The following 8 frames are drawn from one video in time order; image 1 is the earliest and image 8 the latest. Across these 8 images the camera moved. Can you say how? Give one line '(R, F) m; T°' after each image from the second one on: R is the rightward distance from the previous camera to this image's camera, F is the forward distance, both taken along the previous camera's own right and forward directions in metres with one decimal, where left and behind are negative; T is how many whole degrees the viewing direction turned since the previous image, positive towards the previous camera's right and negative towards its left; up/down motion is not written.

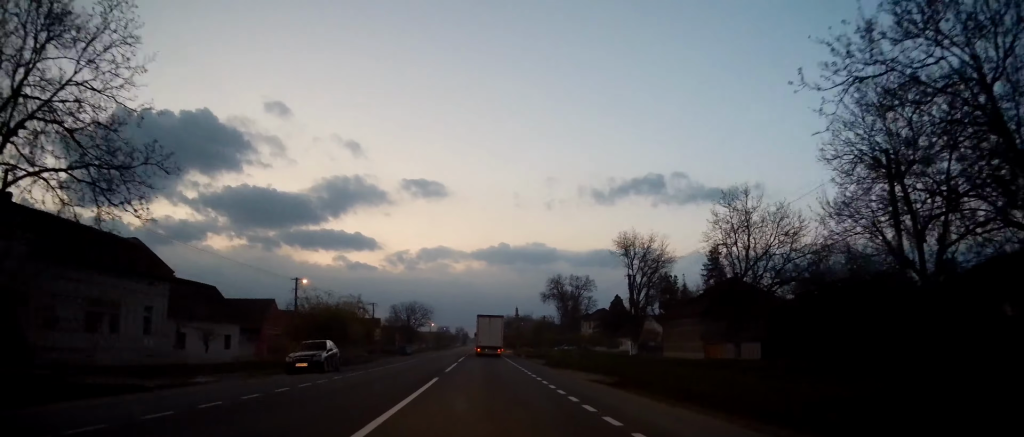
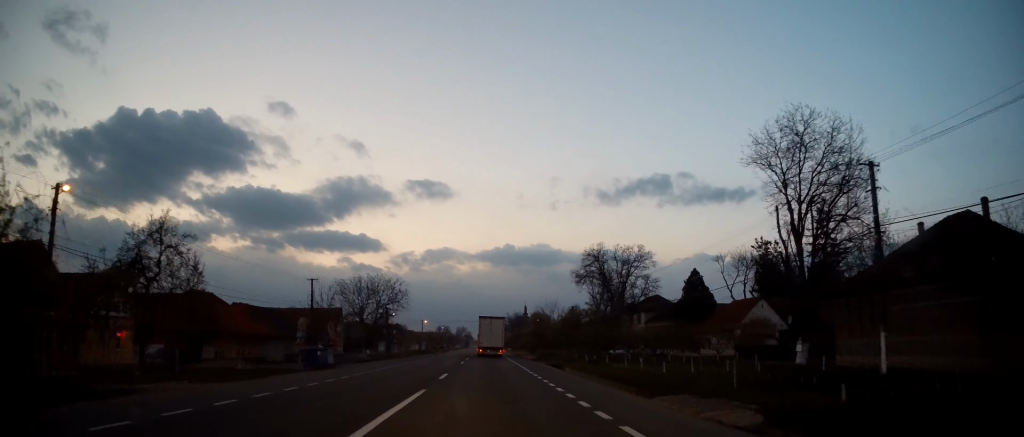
(+0.6, +33.9) m; +1°
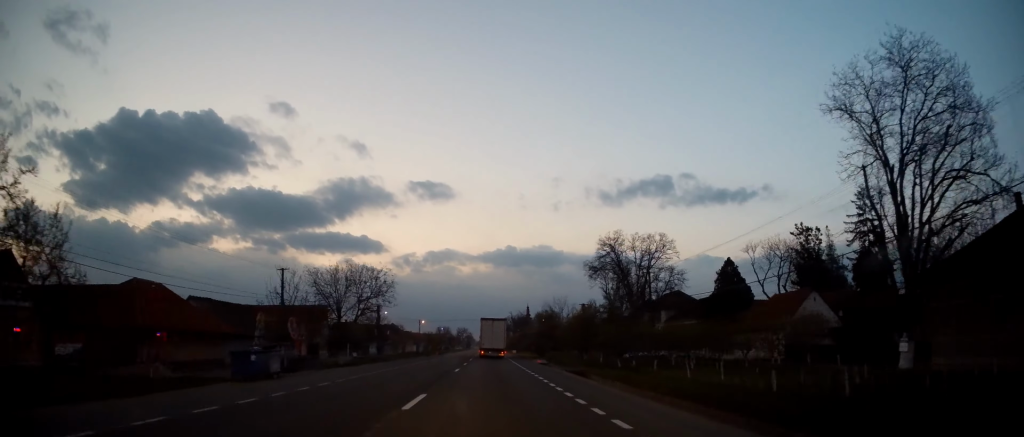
(+0.3, +8.7) m; 0°
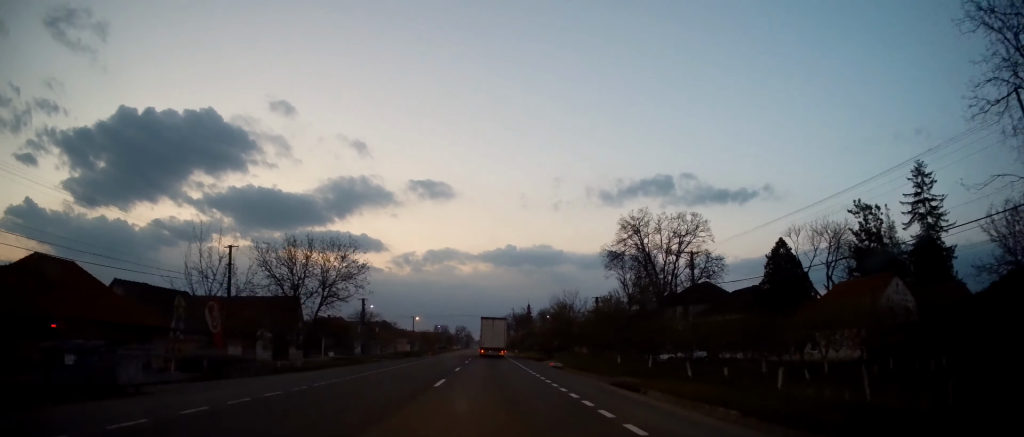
(-0.4, +10.3) m; -1°
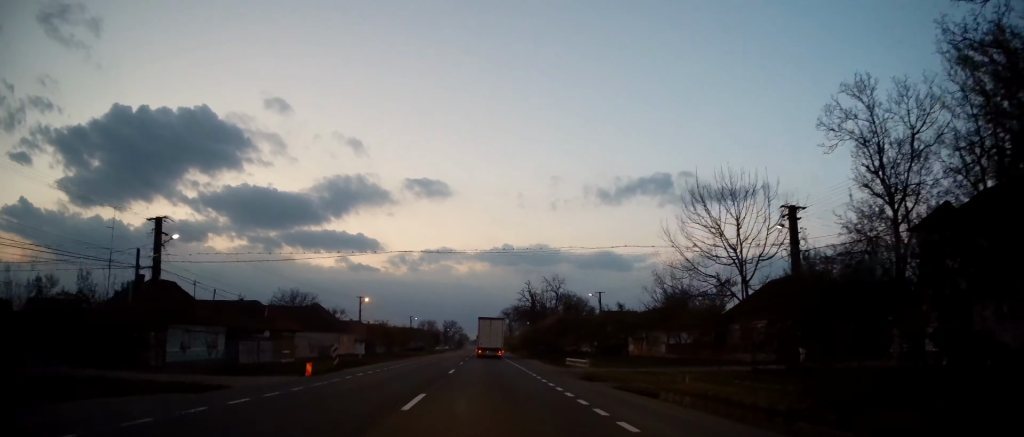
(-0.7, +48.1) m; 0°
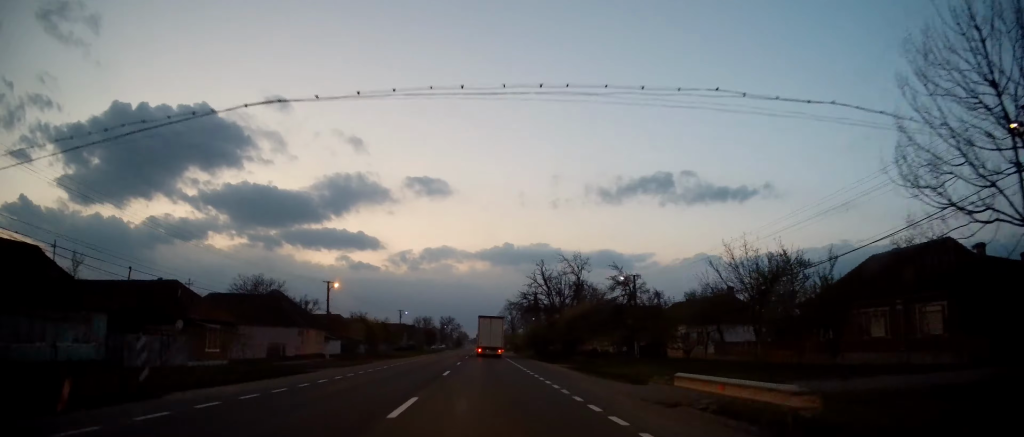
(+0.1, +14.9) m; 0°
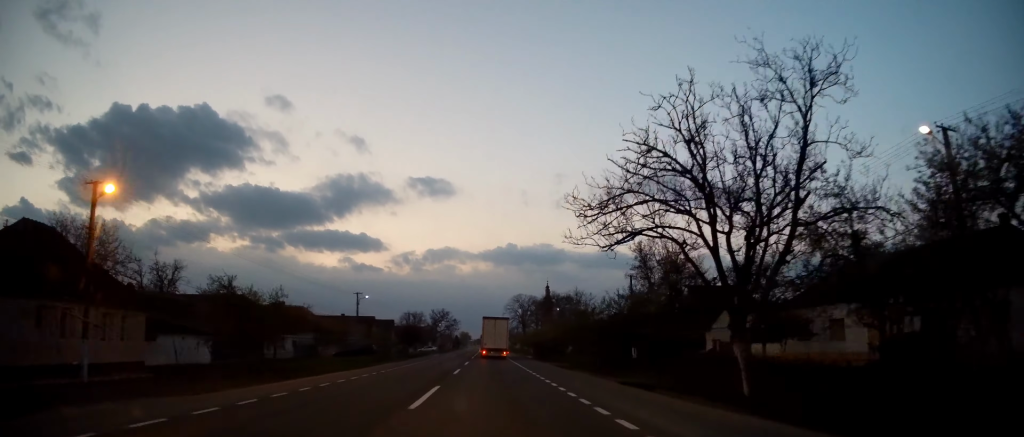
(+0.2, +37.6) m; 0°
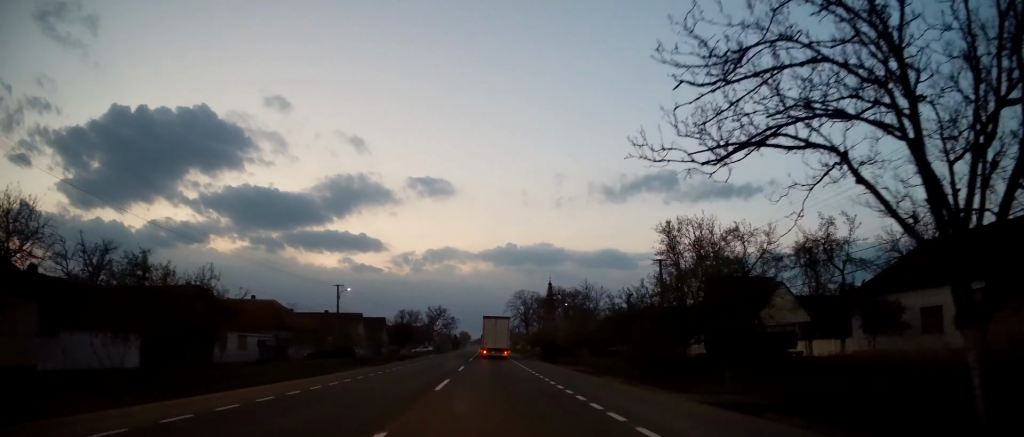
(0.0, +9.0) m; 0°
